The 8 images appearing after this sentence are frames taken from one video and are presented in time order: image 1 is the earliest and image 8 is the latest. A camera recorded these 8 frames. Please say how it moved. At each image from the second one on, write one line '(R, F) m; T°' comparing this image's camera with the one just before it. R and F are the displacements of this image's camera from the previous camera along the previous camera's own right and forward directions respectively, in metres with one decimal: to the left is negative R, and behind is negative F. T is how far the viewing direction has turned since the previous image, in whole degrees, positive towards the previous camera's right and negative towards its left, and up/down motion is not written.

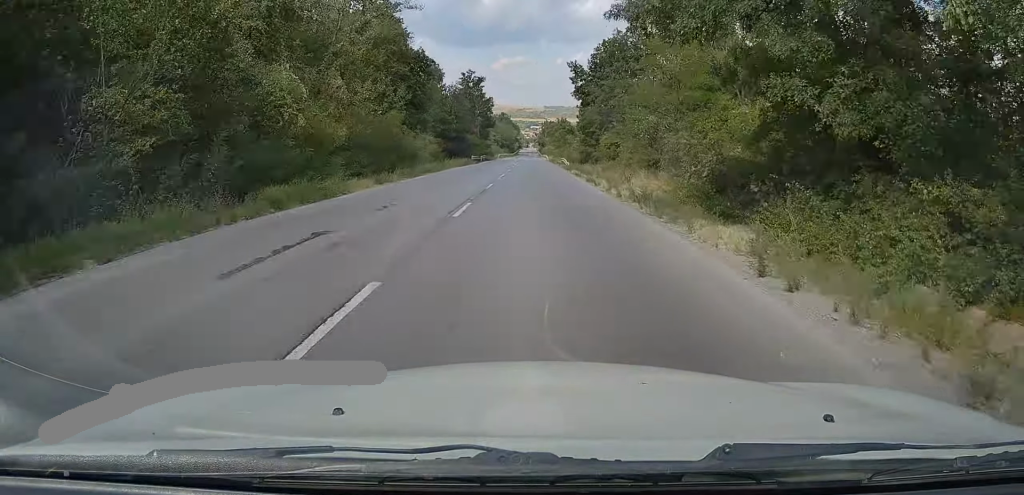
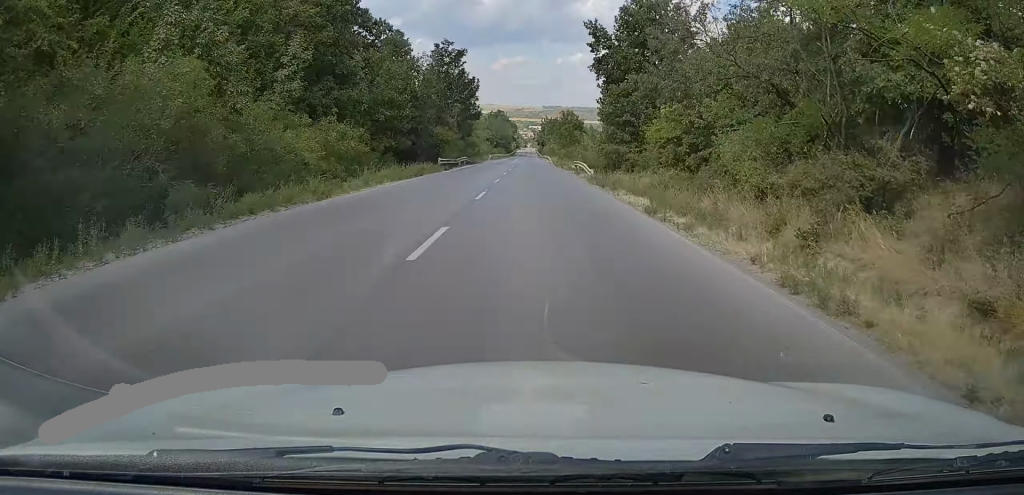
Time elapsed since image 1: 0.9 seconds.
(0.0, +22.7) m; 0°
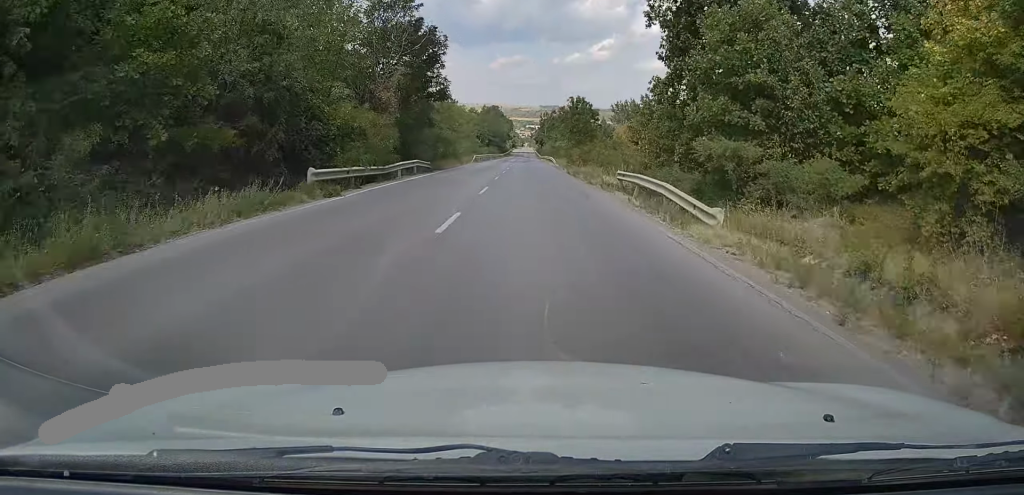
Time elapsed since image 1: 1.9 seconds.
(+0.2, +24.4) m; 0°
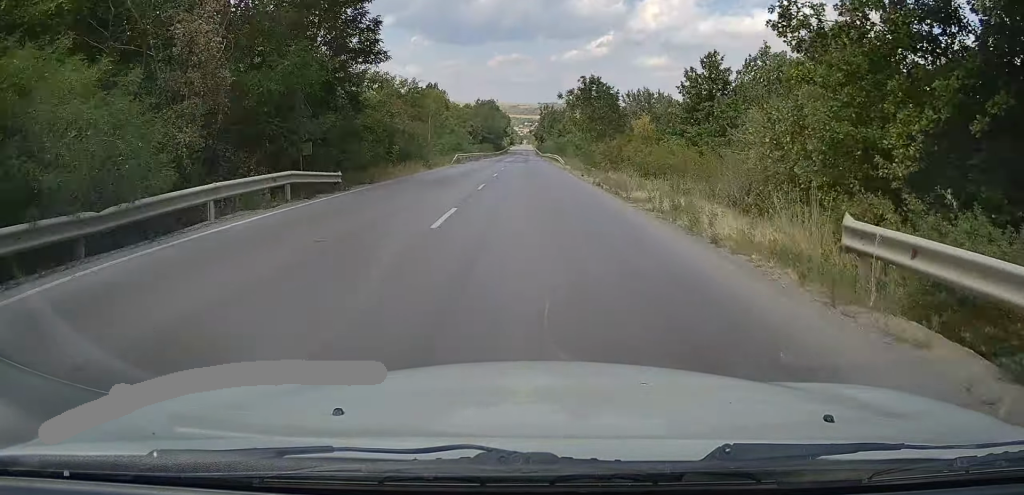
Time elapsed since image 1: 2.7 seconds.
(0.0, +17.9) m; 0°
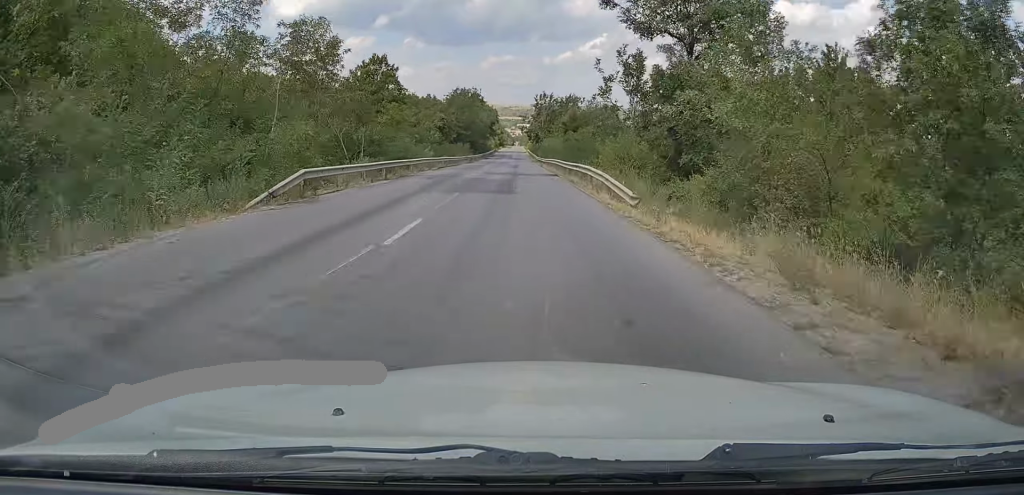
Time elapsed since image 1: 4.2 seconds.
(+0.1, +37.5) m; +1°
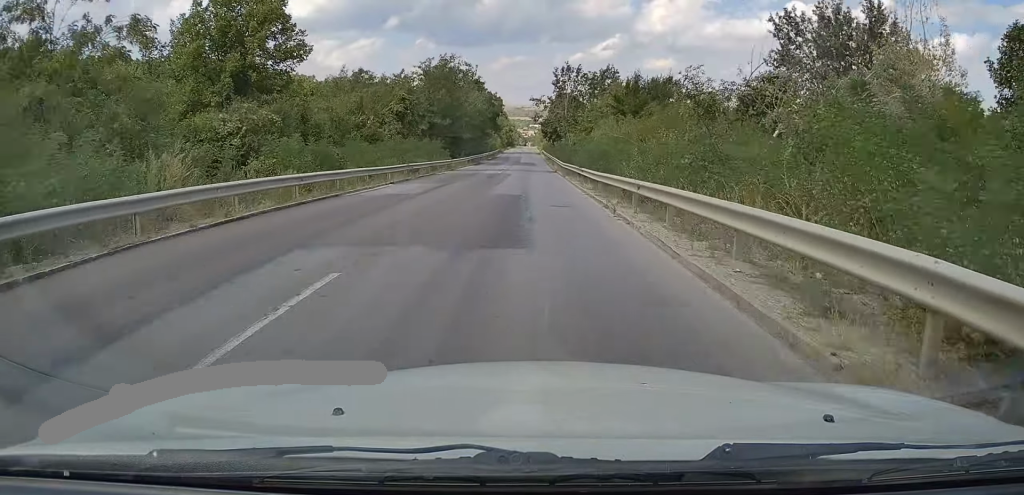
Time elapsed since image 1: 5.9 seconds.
(+0.1, +40.8) m; 0°
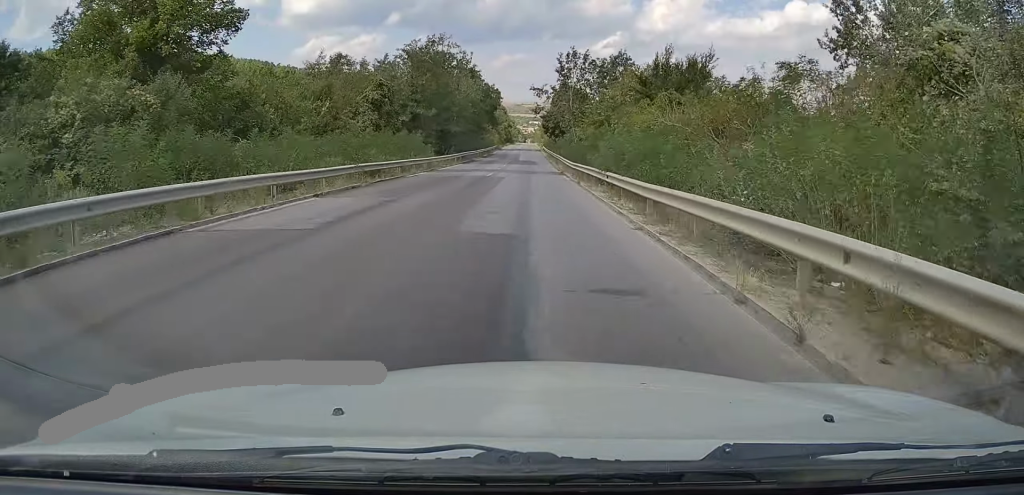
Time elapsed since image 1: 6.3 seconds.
(0.0, +9.8) m; 0°
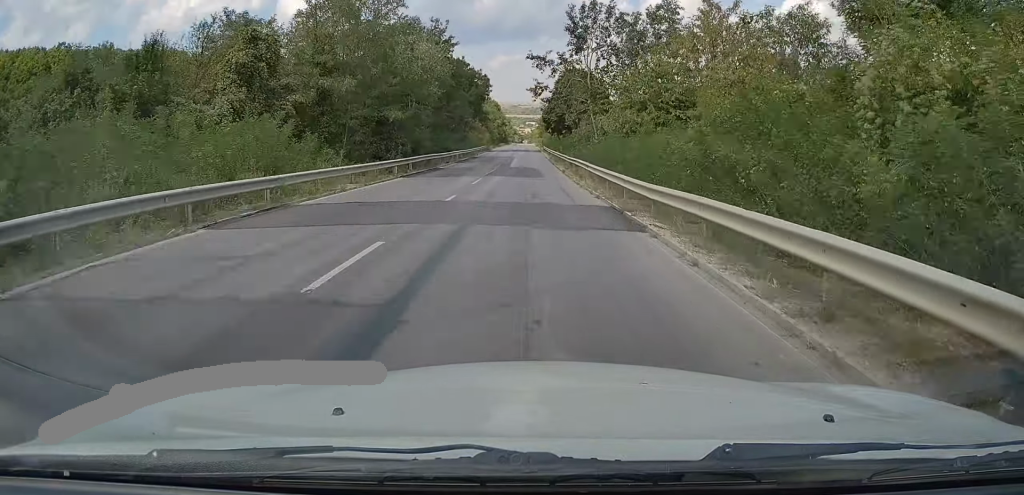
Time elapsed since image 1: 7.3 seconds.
(+0.1, +24.4) m; -1°
